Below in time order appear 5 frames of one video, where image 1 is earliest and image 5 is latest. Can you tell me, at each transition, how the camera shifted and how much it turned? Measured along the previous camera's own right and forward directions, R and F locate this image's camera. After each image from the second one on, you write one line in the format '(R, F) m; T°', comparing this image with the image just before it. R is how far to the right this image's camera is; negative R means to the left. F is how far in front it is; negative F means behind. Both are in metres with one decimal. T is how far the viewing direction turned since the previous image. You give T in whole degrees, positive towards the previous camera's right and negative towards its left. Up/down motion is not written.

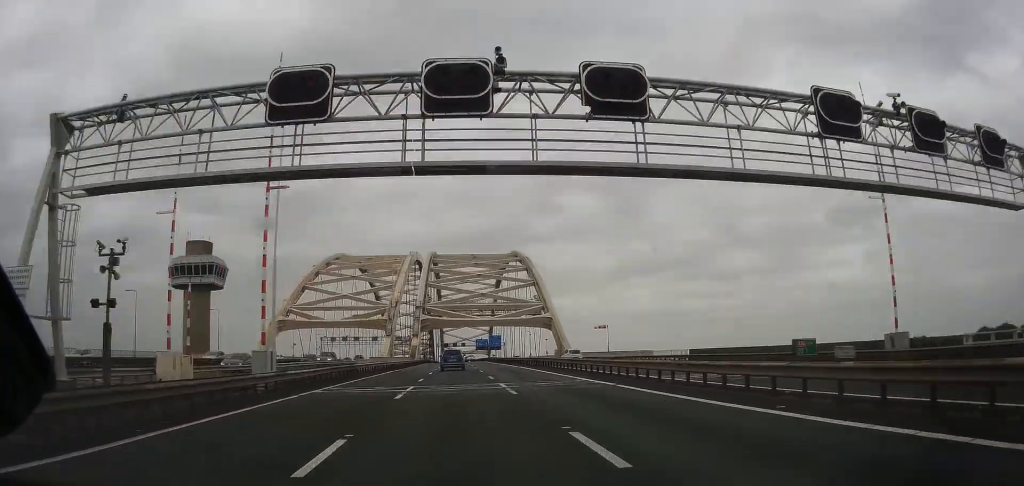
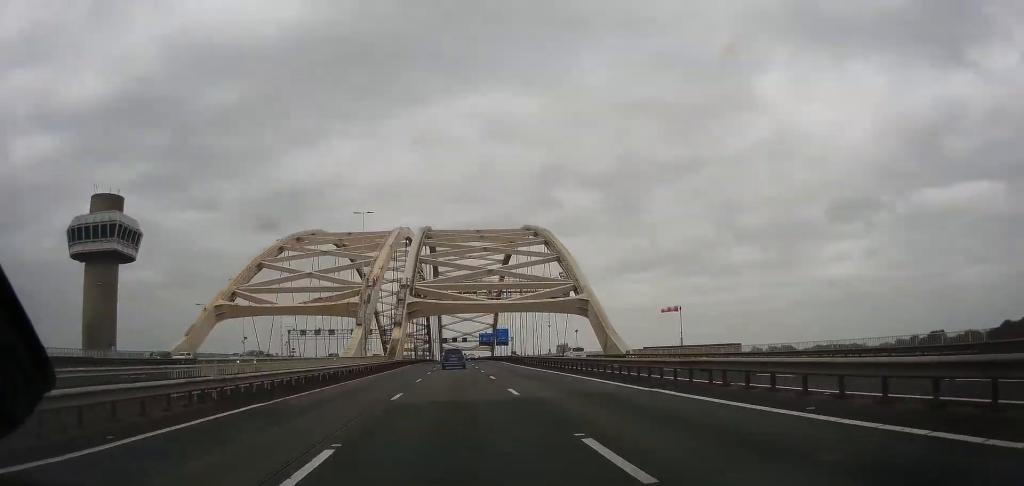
(-0.1, +37.3) m; 0°
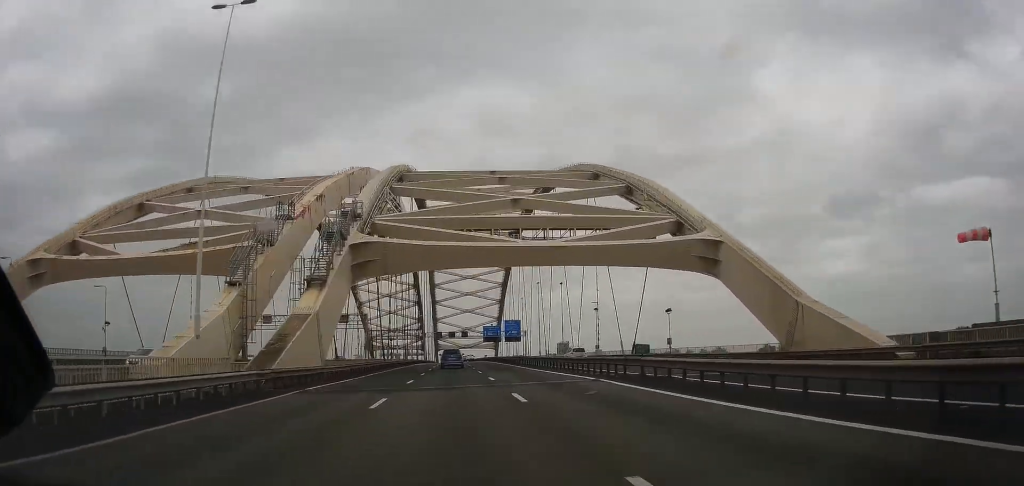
(-0.2, +50.5) m; 0°
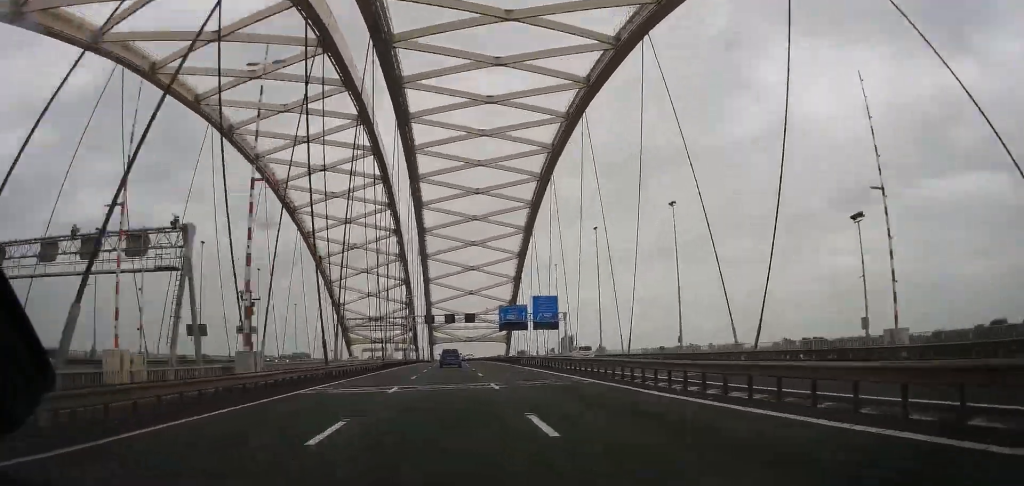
(+0.1, +65.6) m; 0°
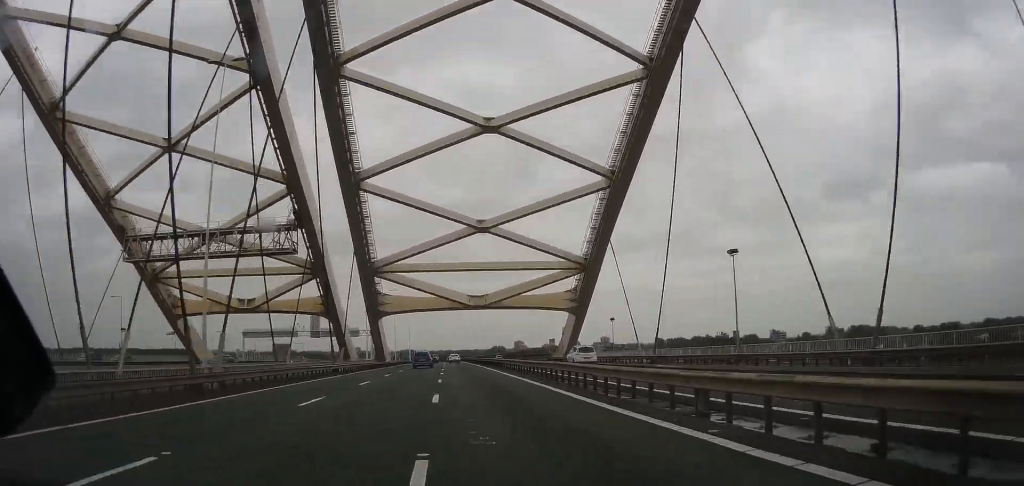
(+1.5, +148.2) m; +1°
